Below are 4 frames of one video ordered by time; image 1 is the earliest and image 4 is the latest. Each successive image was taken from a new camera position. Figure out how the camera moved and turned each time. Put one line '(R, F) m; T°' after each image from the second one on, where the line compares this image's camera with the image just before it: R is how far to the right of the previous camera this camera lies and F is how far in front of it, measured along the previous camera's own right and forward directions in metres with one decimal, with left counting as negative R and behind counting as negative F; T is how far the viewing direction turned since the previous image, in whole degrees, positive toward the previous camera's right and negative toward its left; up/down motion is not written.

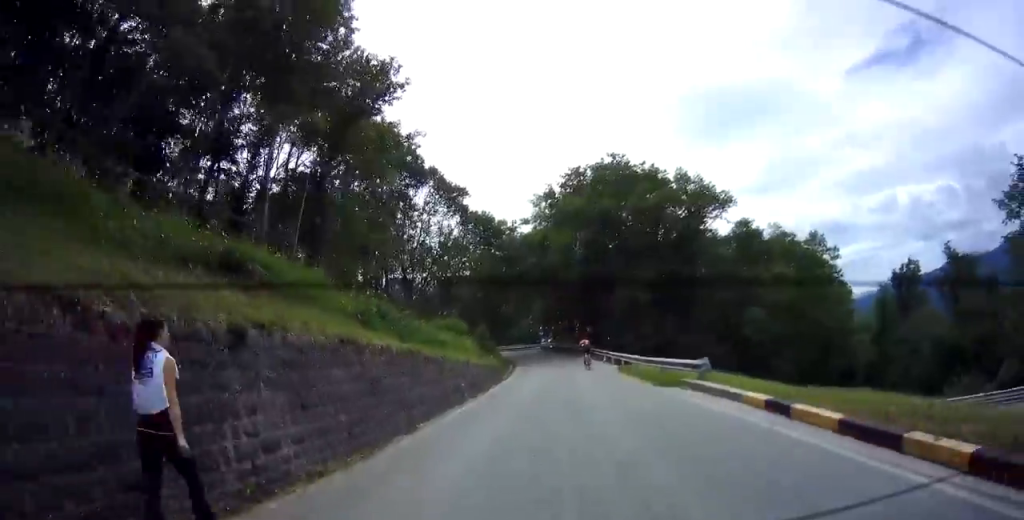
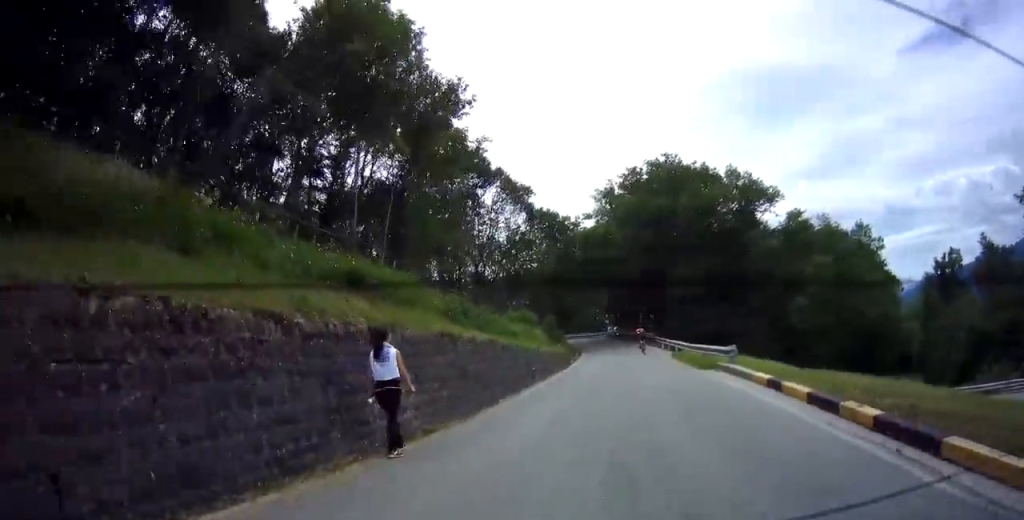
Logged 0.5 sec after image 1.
(-0.3, +2.8) m; -6°
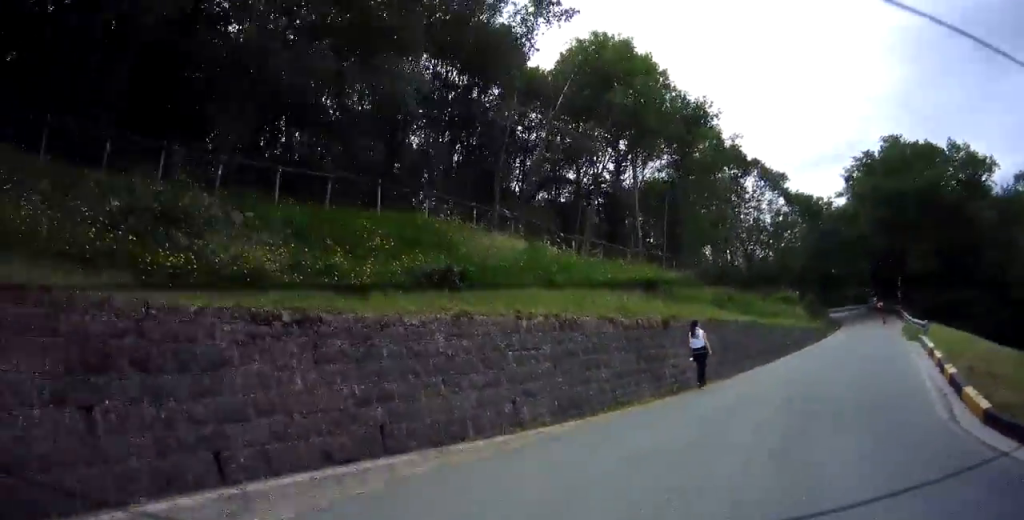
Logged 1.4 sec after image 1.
(-0.5, +4.7) m; -17°
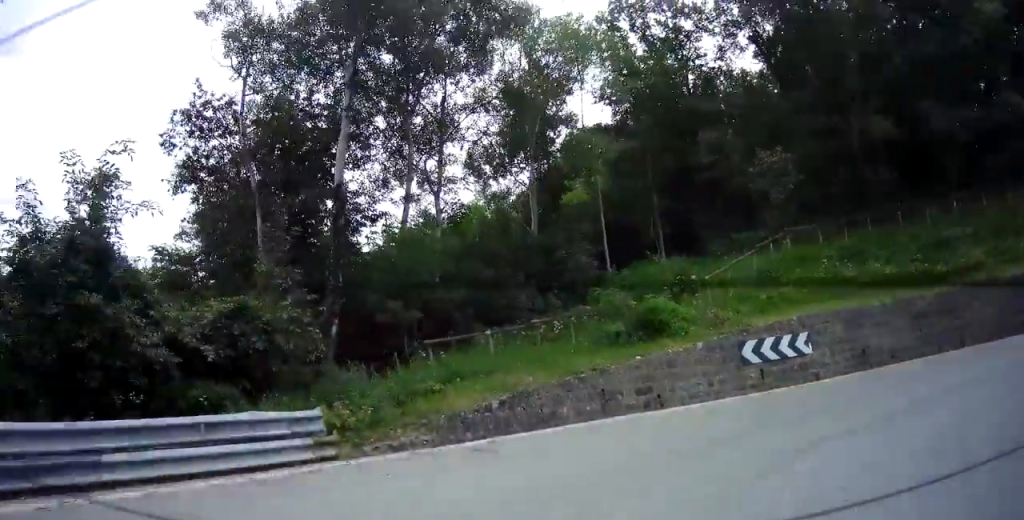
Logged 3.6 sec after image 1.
(-5.2, +5.8) m; -98°
